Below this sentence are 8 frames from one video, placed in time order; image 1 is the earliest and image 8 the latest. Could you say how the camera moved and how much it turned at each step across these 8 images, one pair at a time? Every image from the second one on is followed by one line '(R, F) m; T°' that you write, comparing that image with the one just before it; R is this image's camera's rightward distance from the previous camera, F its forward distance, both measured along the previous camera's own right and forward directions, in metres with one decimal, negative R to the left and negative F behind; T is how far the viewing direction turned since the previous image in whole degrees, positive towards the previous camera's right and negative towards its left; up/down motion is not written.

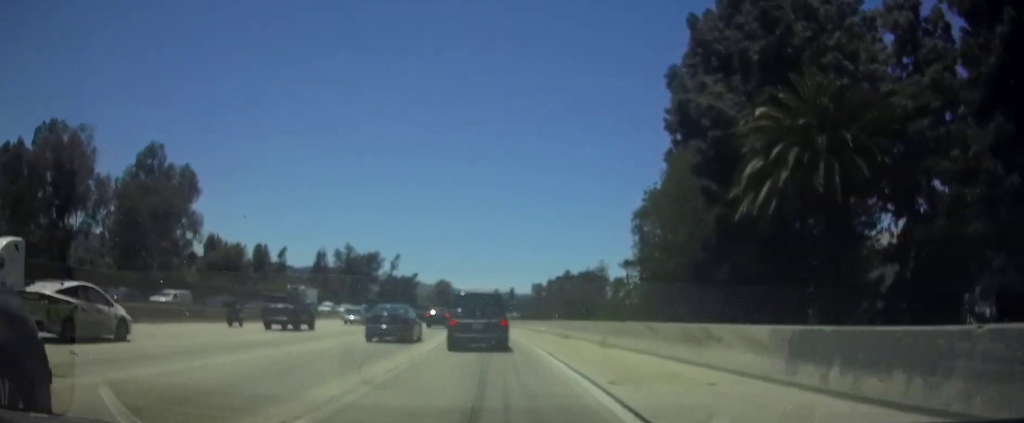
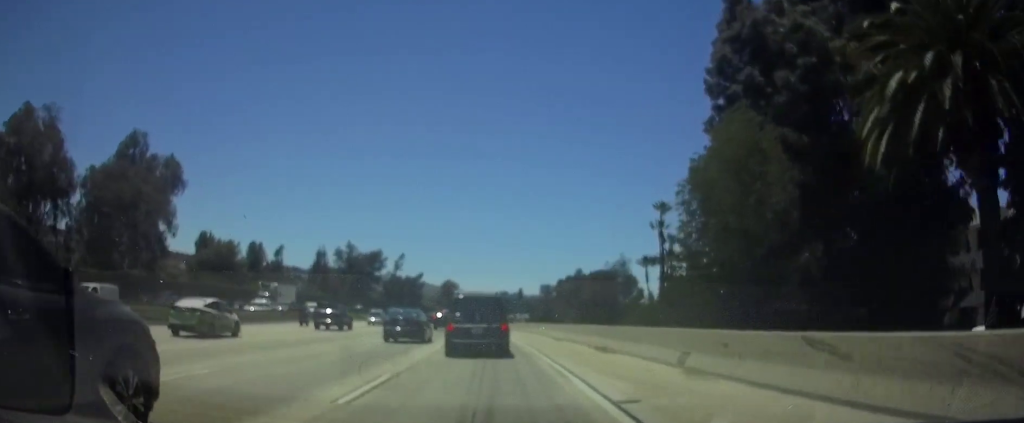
(0.0, +9.0) m; -1°
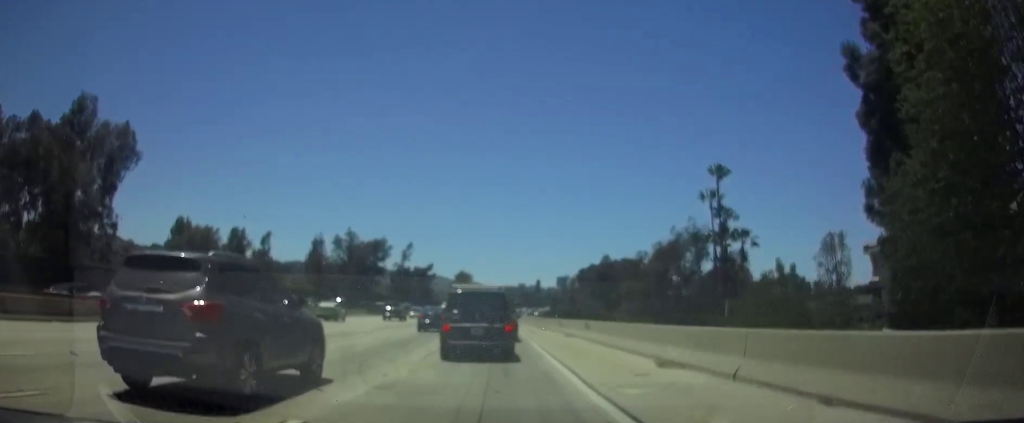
(-0.3, +19.3) m; -1°
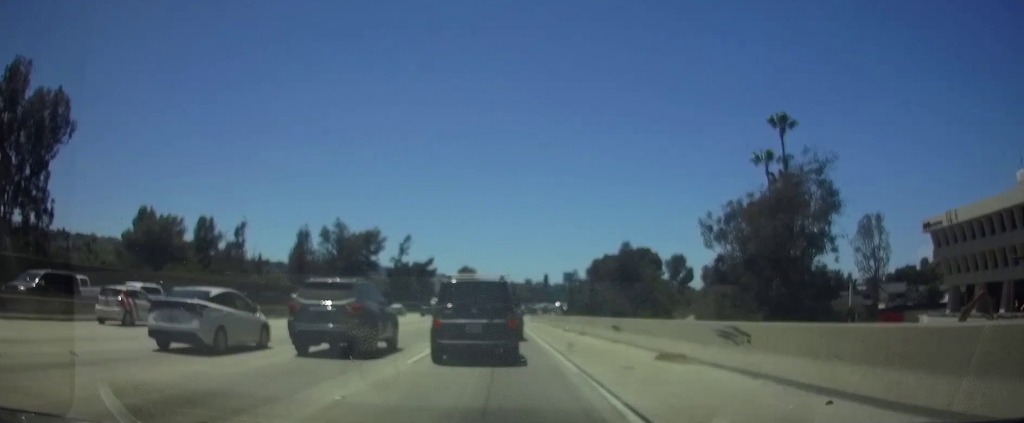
(-0.5, +17.3) m; -2°
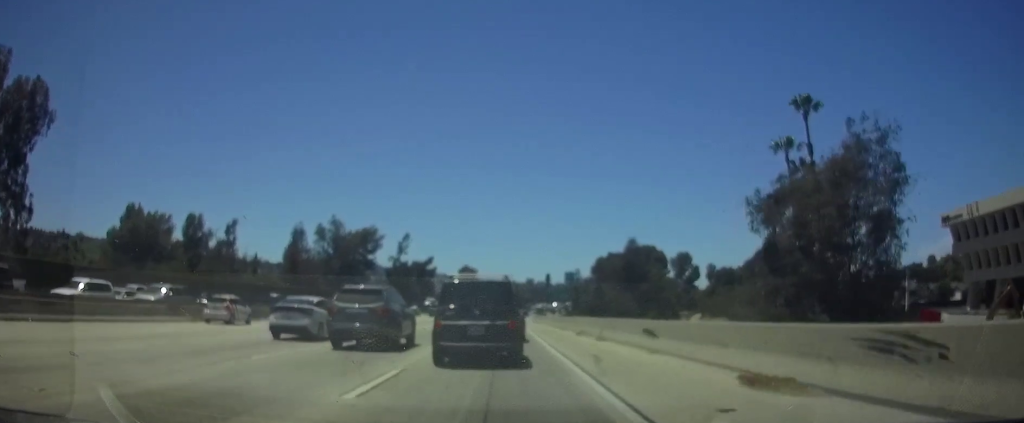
(0.0, +5.2) m; 0°
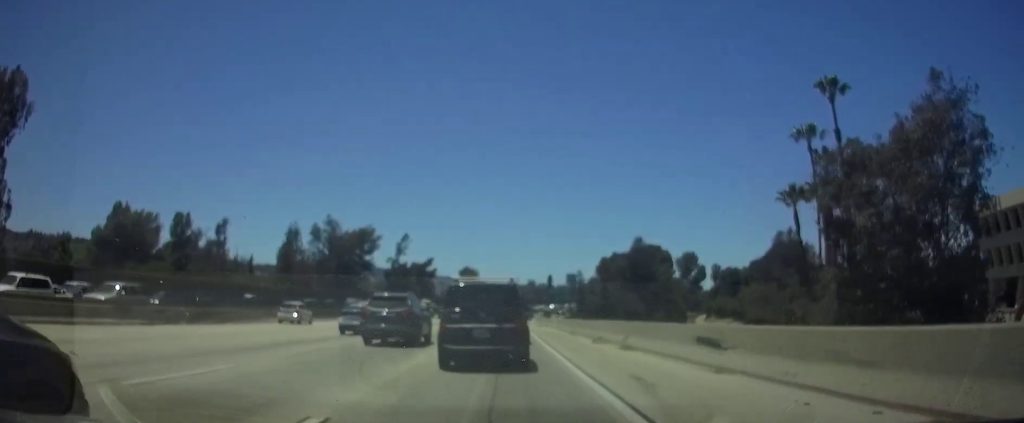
(+0.1, +5.4) m; 0°
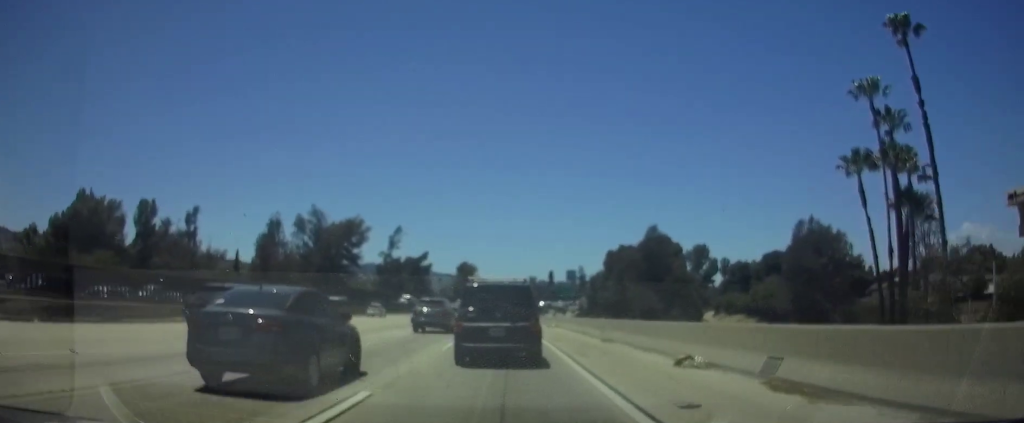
(-0.2, +13.1) m; -2°
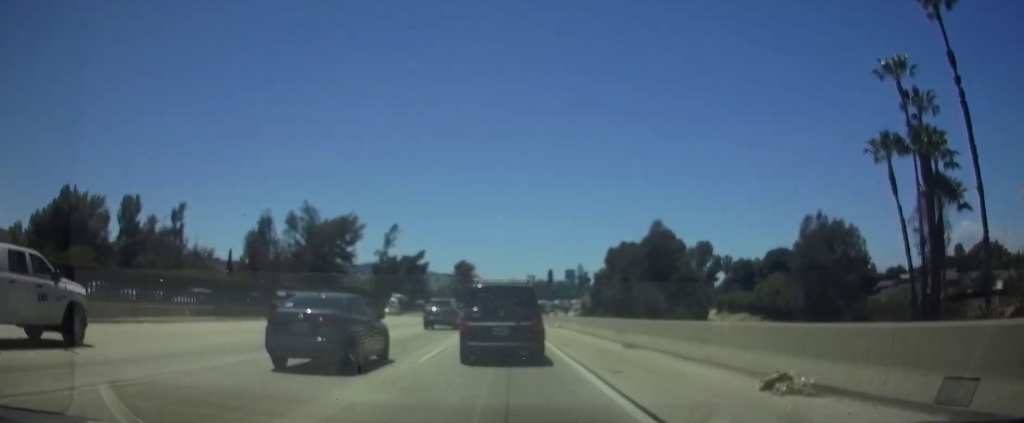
(0.0, +5.0) m; 0°
